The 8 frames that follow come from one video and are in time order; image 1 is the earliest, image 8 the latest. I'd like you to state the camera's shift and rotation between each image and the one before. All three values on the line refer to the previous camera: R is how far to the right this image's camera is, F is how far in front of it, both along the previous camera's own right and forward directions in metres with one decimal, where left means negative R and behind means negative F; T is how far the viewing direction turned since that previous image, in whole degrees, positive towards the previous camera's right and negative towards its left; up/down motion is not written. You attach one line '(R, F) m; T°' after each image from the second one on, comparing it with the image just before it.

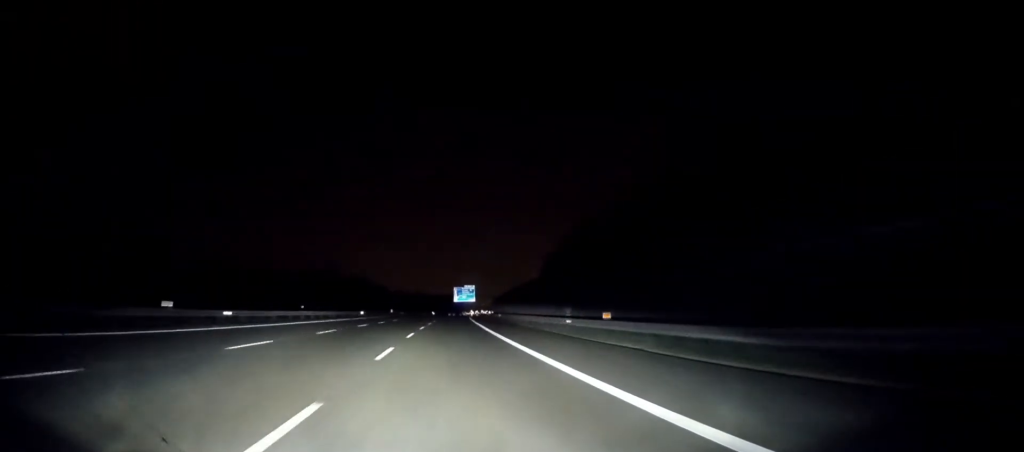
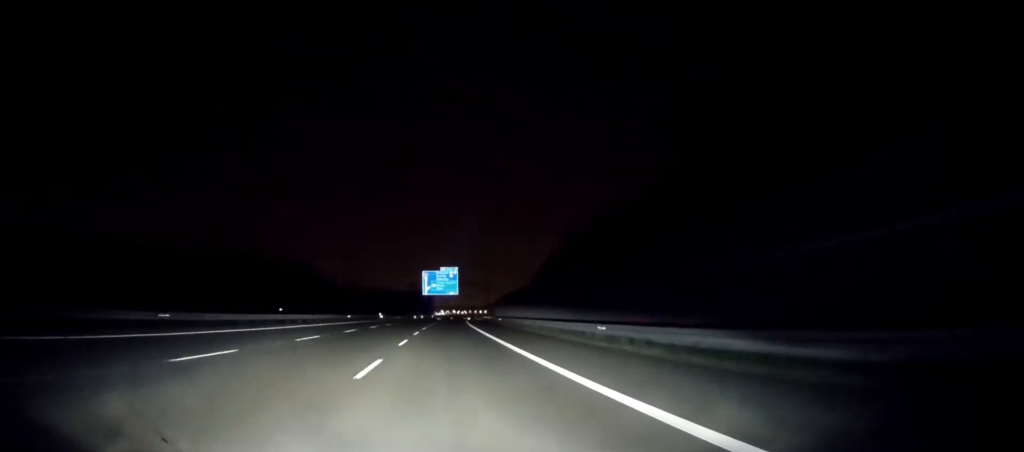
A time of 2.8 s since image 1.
(+2.8, +112.7) m; +3°
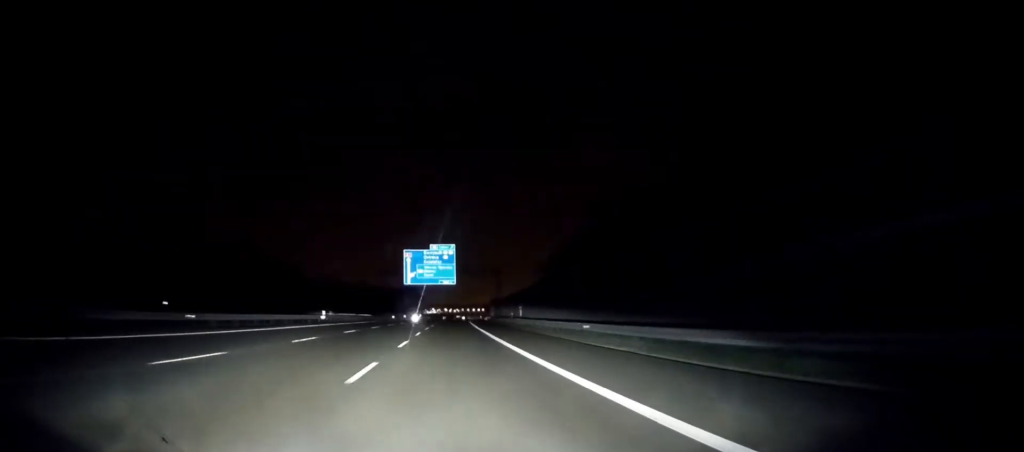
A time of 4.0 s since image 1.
(+1.4, +49.0) m; +3°
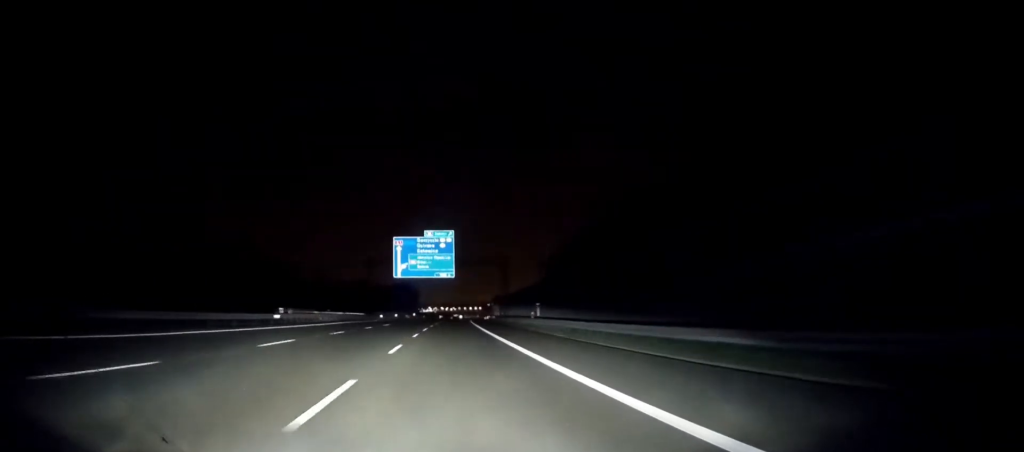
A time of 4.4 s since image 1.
(+0.1, +16.4) m; 0°
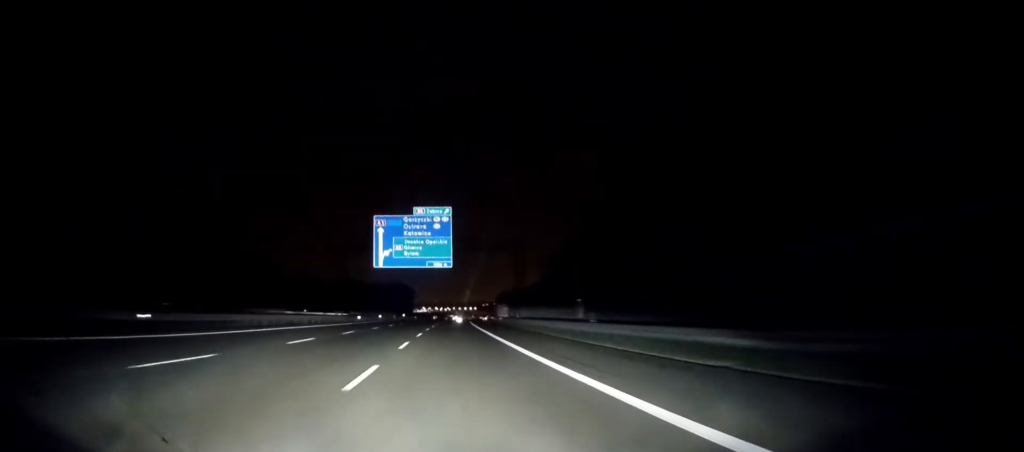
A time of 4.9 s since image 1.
(0.0, +20.5) m; 0°
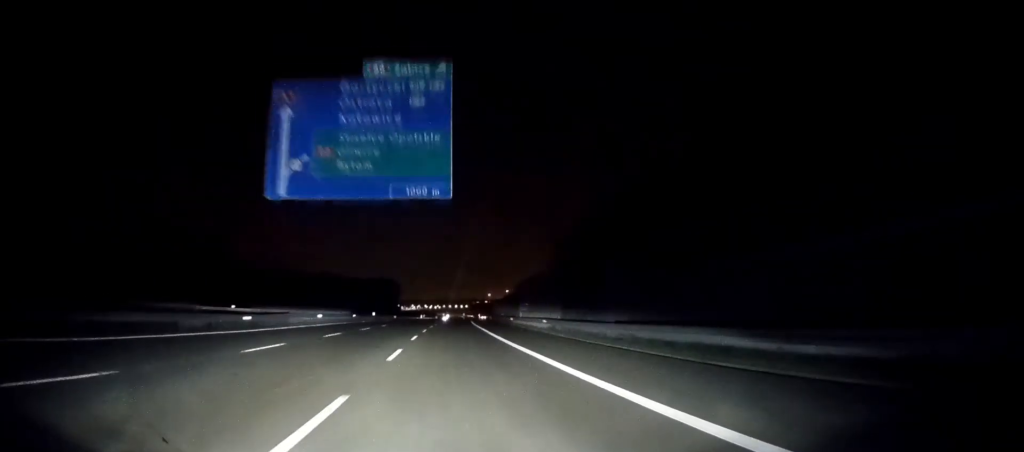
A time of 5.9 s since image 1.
(0.0, +41.1) m; 0°
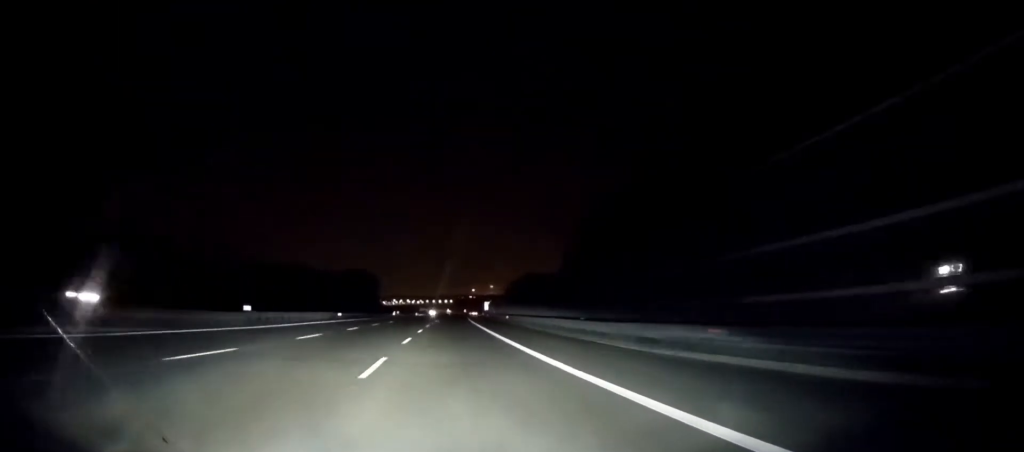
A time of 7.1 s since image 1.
(0.0, +52.1) m; 0°
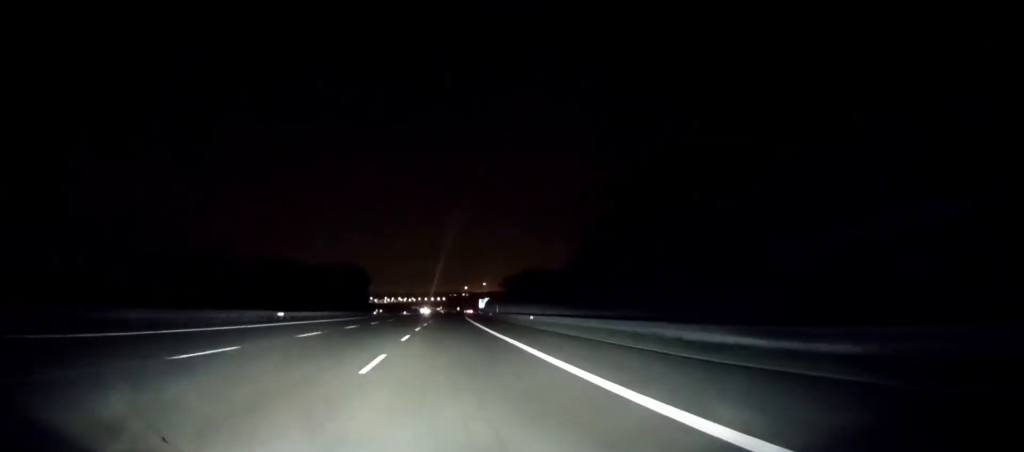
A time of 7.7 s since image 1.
(0.0, +23.3) m; 0°
